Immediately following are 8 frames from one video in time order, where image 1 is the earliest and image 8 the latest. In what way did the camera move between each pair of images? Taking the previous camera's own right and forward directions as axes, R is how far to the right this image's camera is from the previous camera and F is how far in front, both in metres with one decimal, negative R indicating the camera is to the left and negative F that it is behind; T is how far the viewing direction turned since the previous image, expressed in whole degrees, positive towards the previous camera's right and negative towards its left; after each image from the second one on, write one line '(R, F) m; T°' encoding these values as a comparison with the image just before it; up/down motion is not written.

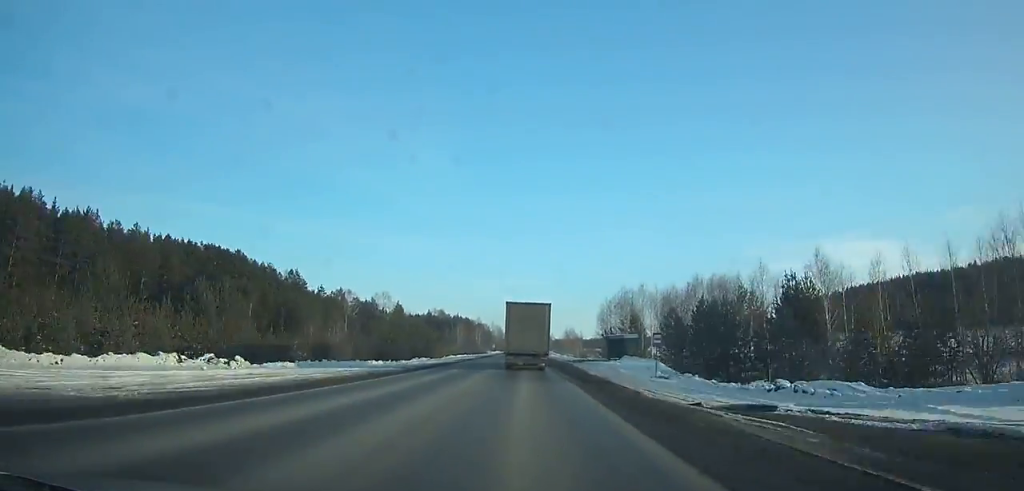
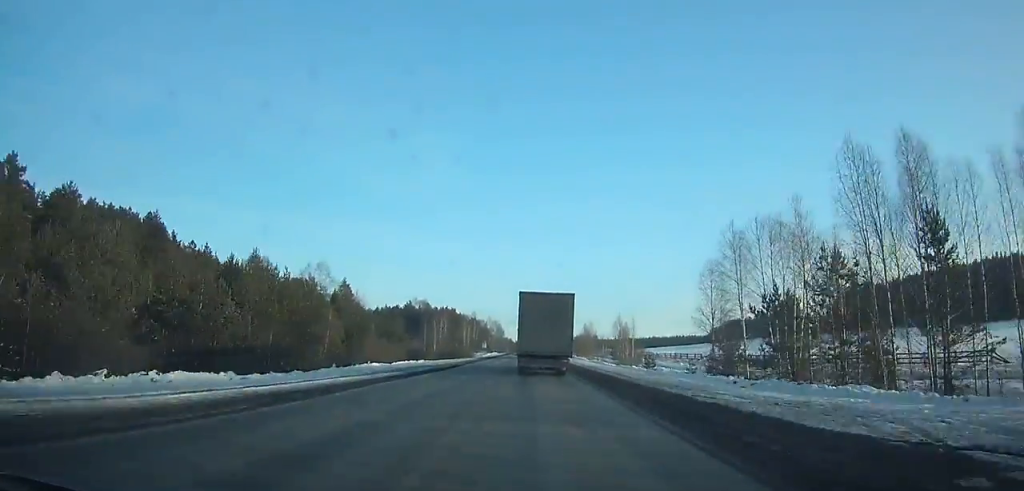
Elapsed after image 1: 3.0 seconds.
(-0.1, +61.3) m; 0°
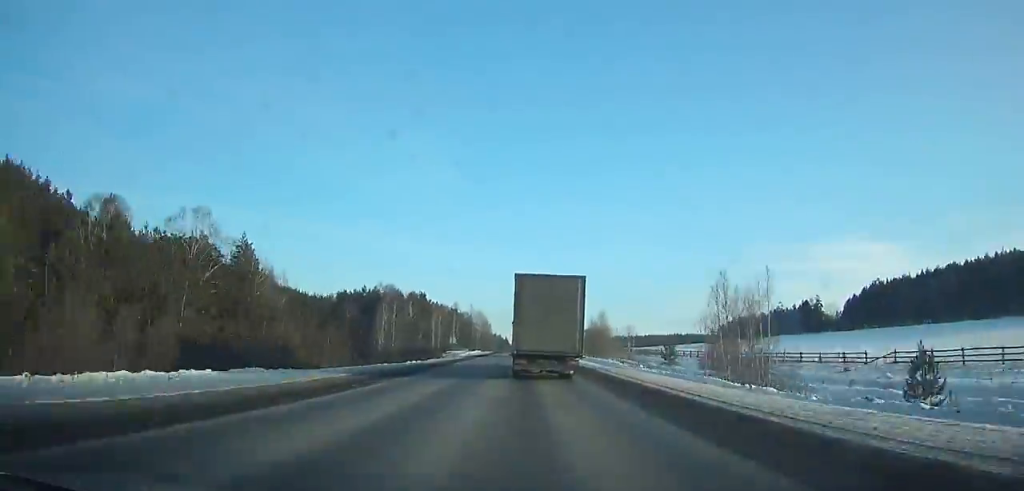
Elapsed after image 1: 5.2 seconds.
(0.0, +44.0) m; 0°
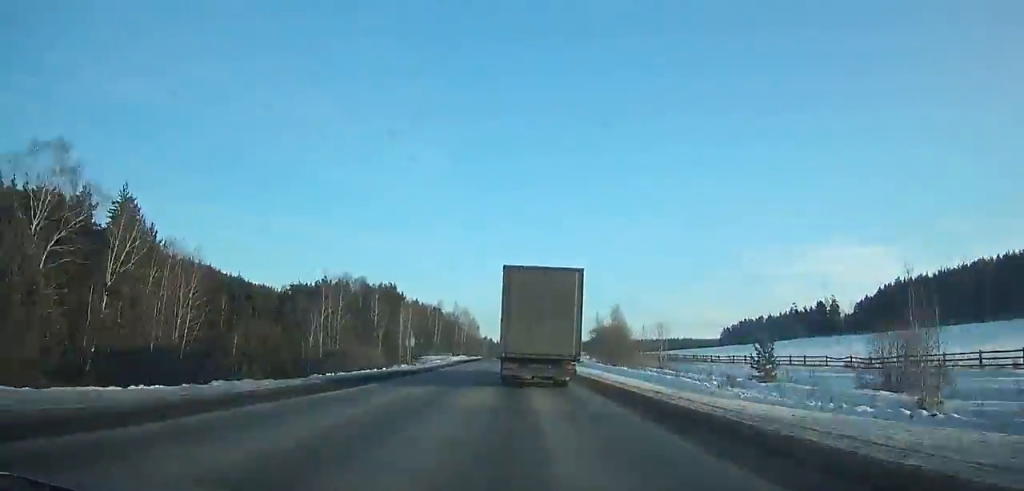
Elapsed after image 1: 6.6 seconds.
(0.0, +27.5) m; 0°
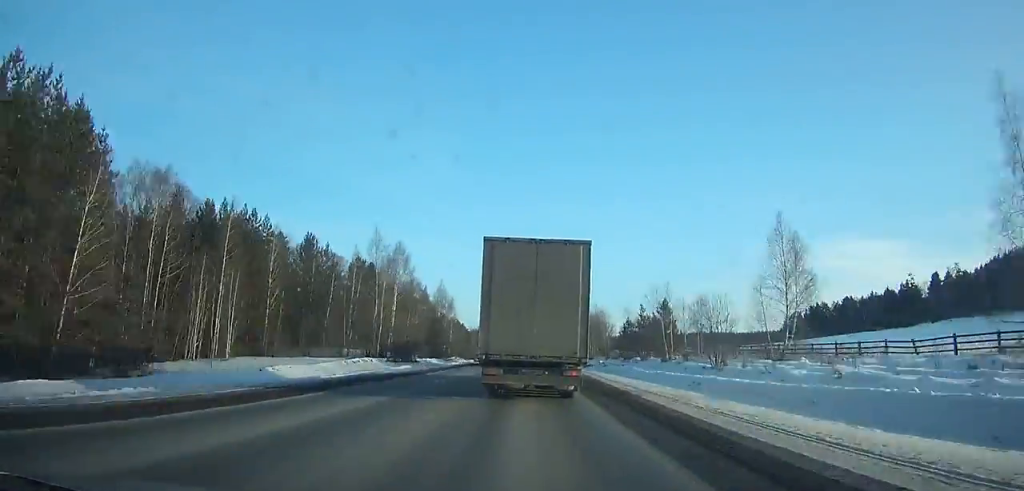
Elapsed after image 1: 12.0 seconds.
(+0.4, +98.8) m; 0°
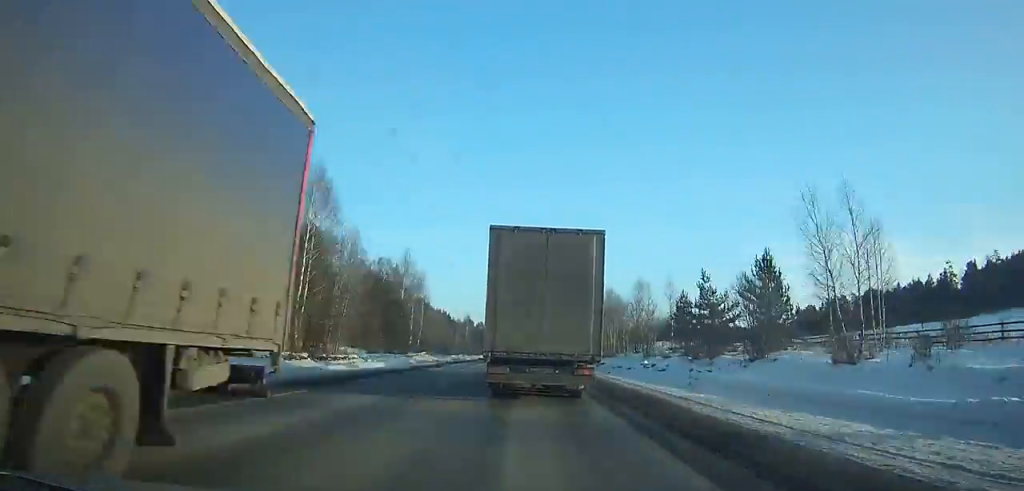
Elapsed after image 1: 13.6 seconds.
(0.0, +27.4) m; 0°
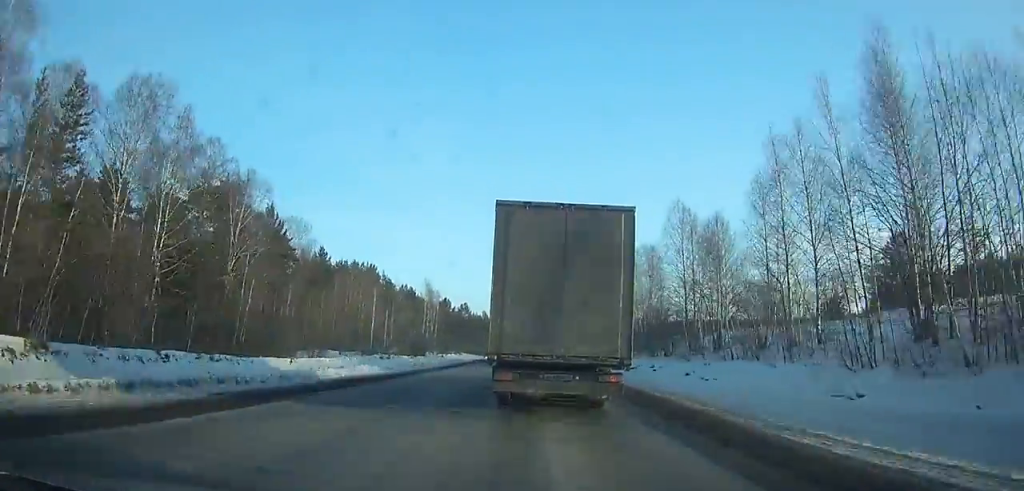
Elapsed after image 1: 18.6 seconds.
(+0.1, +80.2) m; +1°
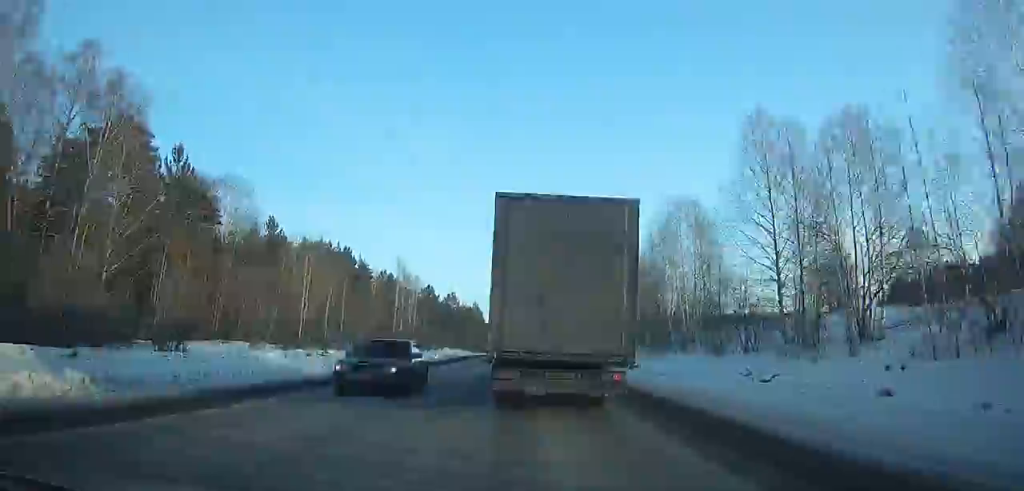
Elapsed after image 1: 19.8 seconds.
(+0.1, +18.5) m; 0°
